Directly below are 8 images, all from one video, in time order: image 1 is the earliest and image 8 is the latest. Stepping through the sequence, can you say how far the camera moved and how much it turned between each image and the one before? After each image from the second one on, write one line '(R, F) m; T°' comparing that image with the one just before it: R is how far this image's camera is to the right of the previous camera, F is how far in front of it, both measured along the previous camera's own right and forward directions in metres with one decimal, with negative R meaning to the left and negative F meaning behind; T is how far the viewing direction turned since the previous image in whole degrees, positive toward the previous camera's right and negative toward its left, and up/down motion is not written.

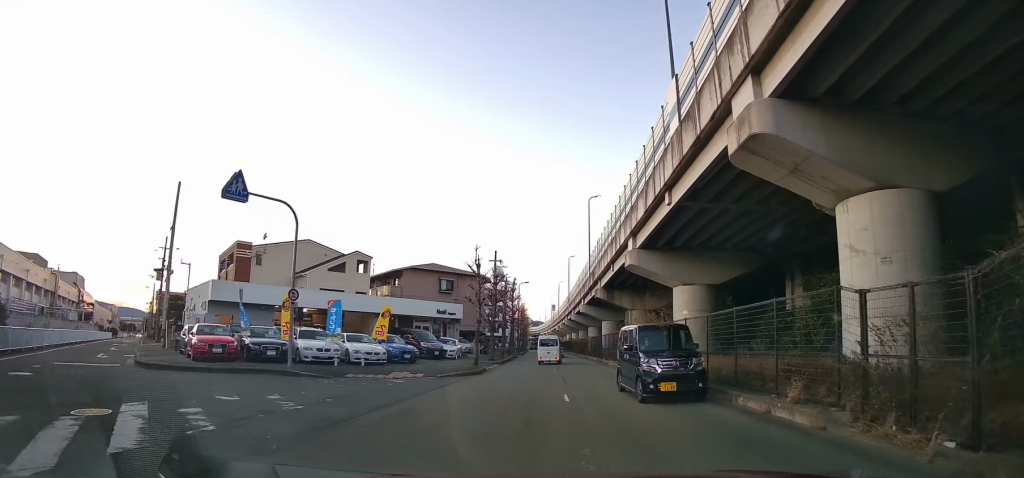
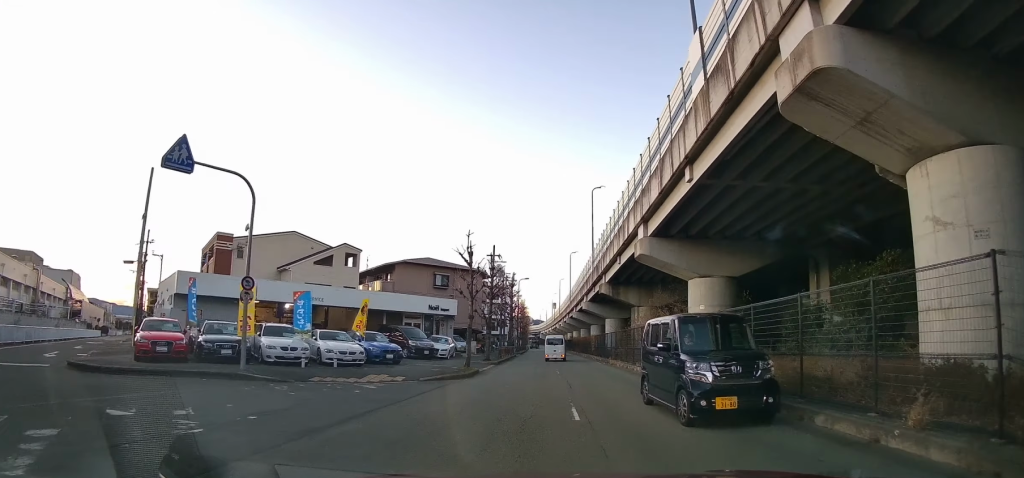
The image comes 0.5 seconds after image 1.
(+0.1, +2.8) m; +1°
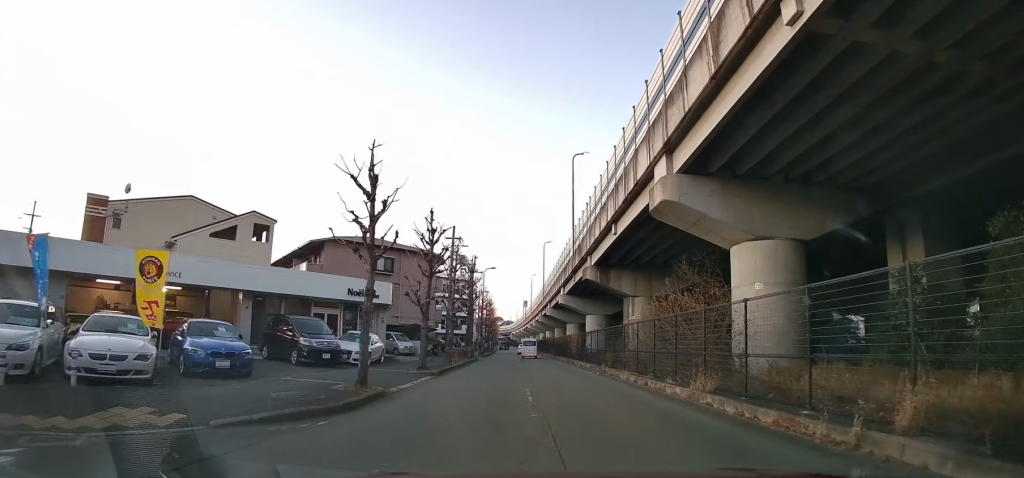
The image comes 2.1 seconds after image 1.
(+0.1, +9.9) m; +1°
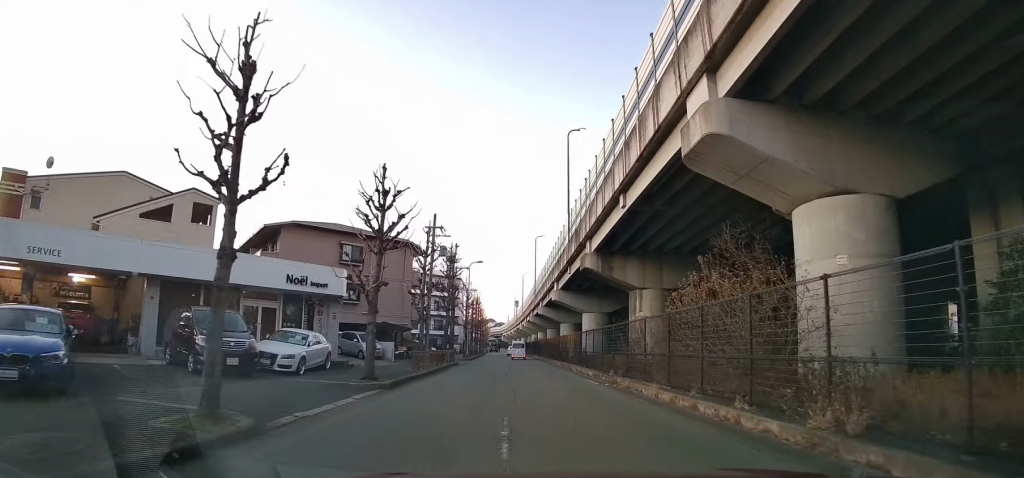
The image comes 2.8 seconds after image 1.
(0.0, +5.3) m; +1°
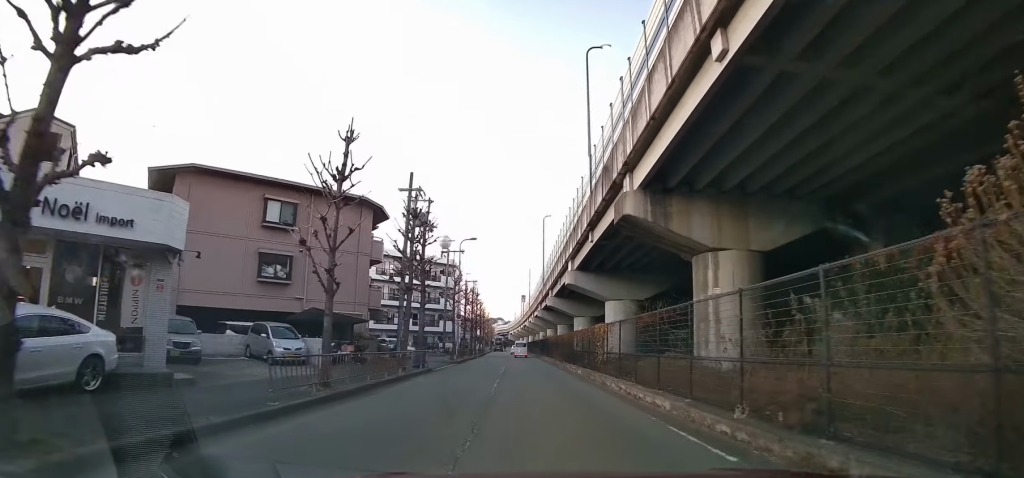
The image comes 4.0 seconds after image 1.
(+0.1, +11.4) m; 0°
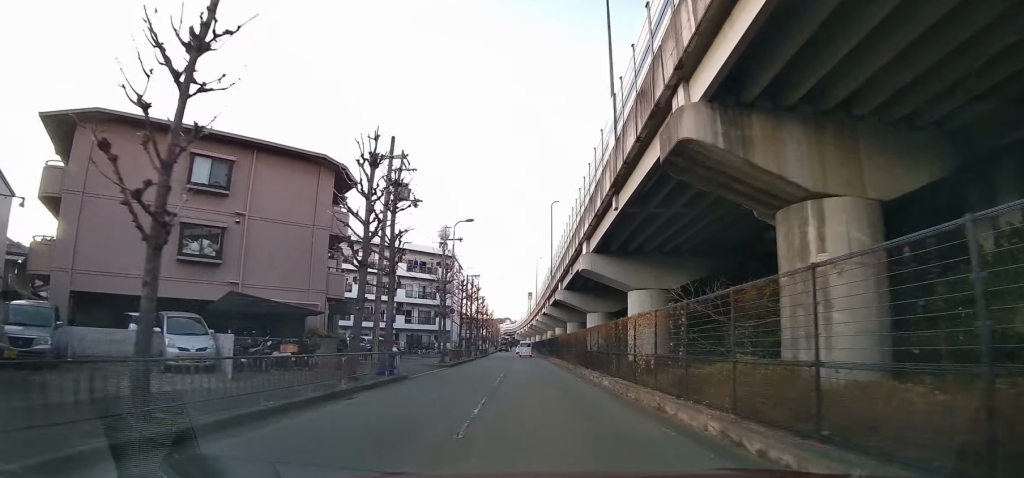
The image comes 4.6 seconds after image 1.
(0.0, +6.4) m; 0°
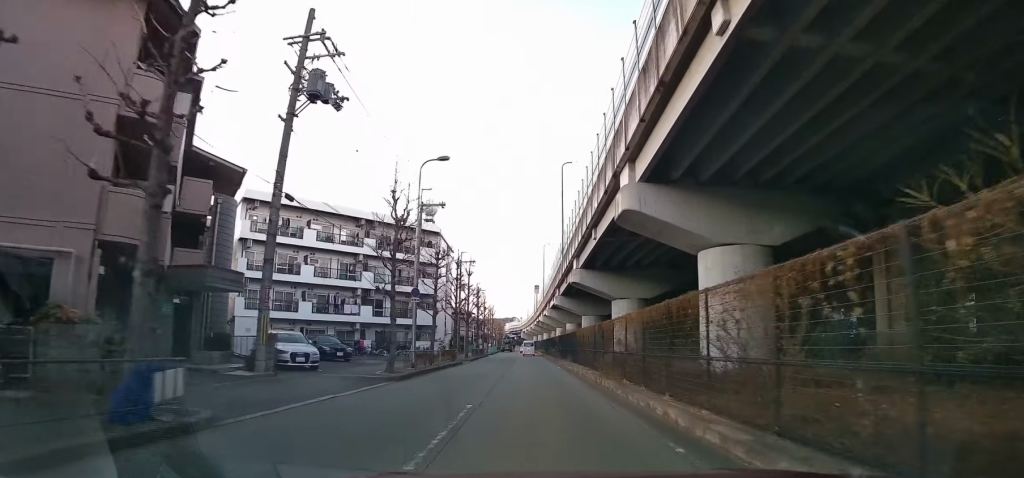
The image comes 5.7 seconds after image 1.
(0.0, +12.2) m; 0°
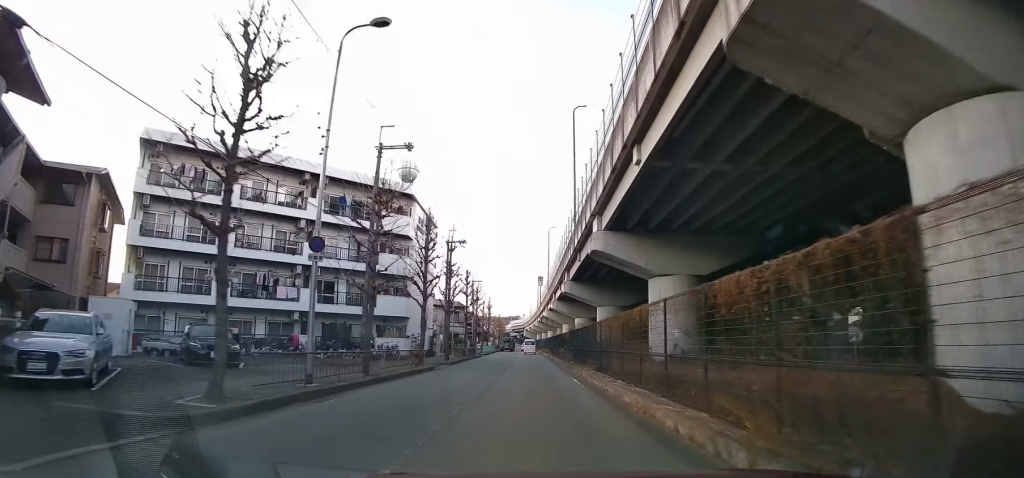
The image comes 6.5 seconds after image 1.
(-0.1, +10.6) m; 0°
